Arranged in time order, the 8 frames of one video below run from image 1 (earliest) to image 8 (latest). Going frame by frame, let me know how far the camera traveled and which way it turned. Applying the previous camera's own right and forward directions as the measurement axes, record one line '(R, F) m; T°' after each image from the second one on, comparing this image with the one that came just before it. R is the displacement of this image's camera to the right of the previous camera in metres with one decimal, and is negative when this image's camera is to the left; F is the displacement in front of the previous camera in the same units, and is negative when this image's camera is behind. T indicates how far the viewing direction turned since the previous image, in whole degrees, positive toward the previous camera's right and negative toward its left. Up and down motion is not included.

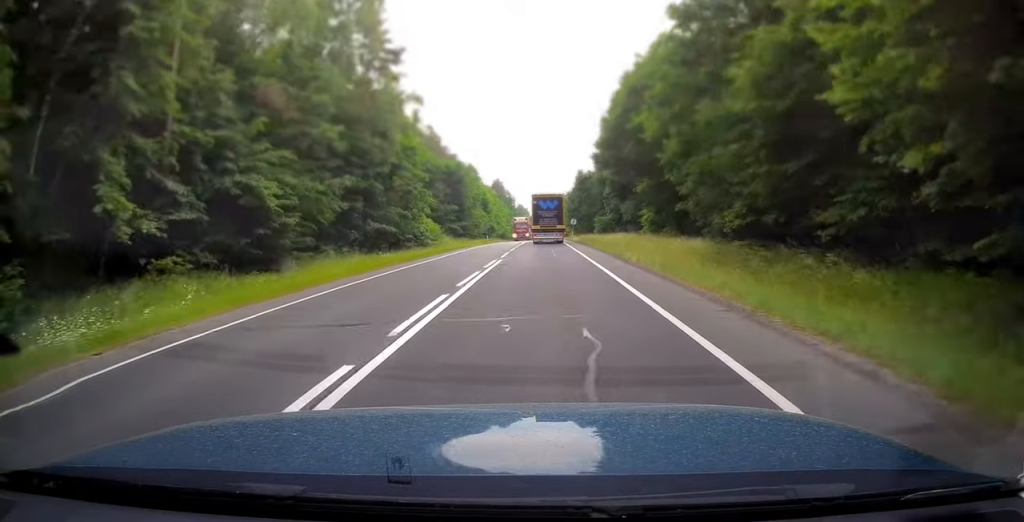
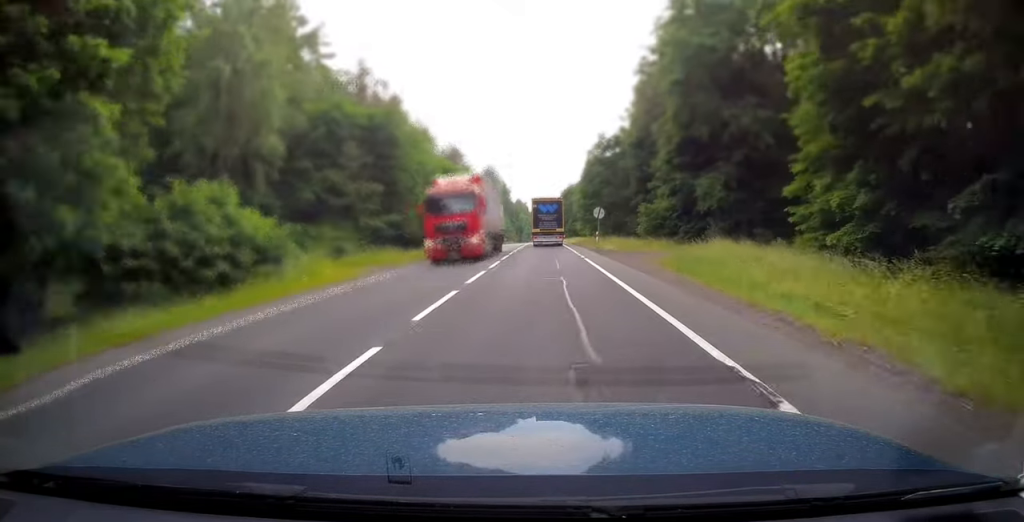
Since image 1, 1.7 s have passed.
(+0.3, +37.2) m; 0°
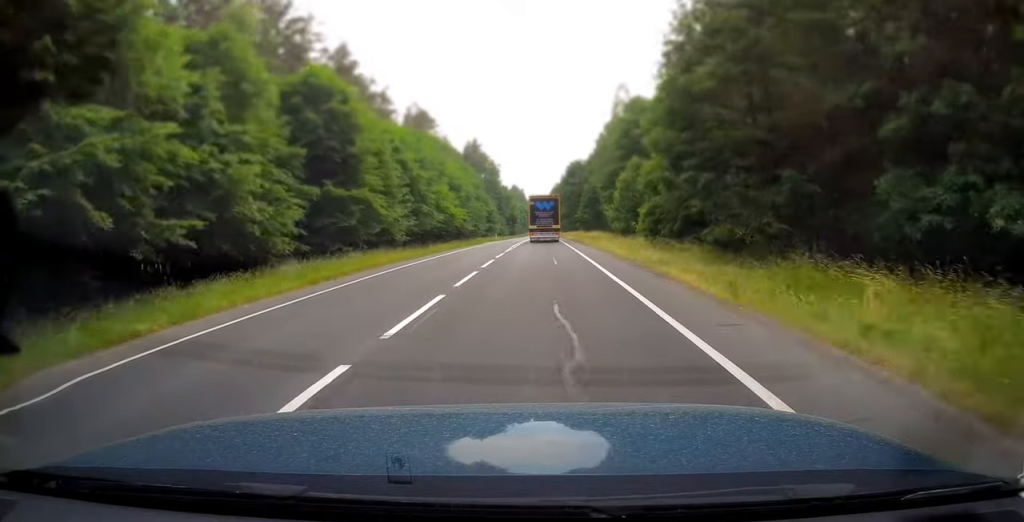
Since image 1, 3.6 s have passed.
(+0.1, +43.8) m; 0°
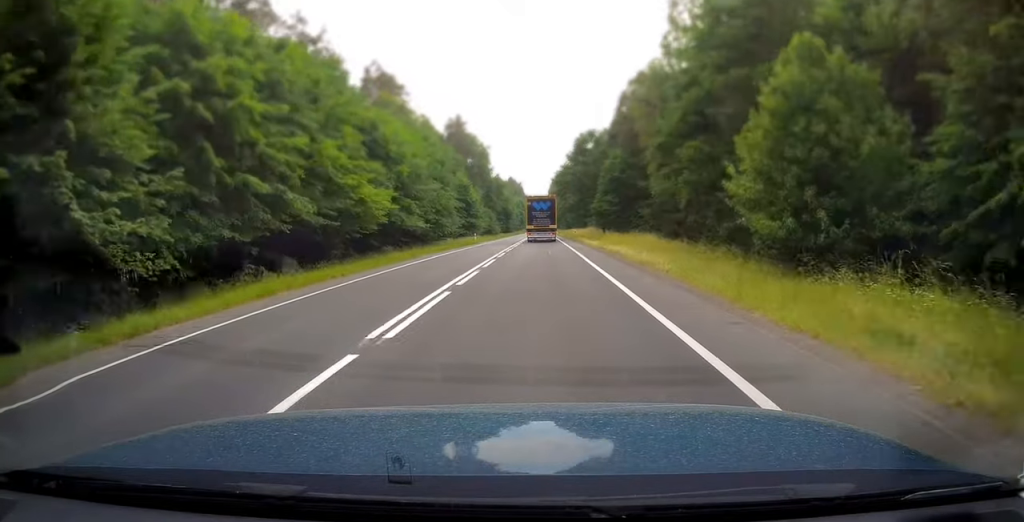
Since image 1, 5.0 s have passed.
(-0.2, +29.8) m; 0°
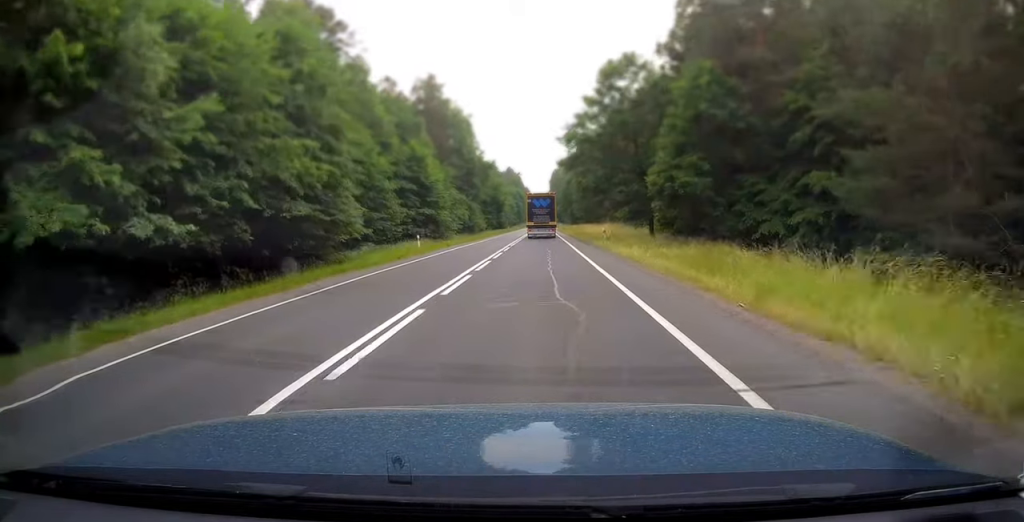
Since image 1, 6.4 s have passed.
(0.0, +32.7) m; 0°
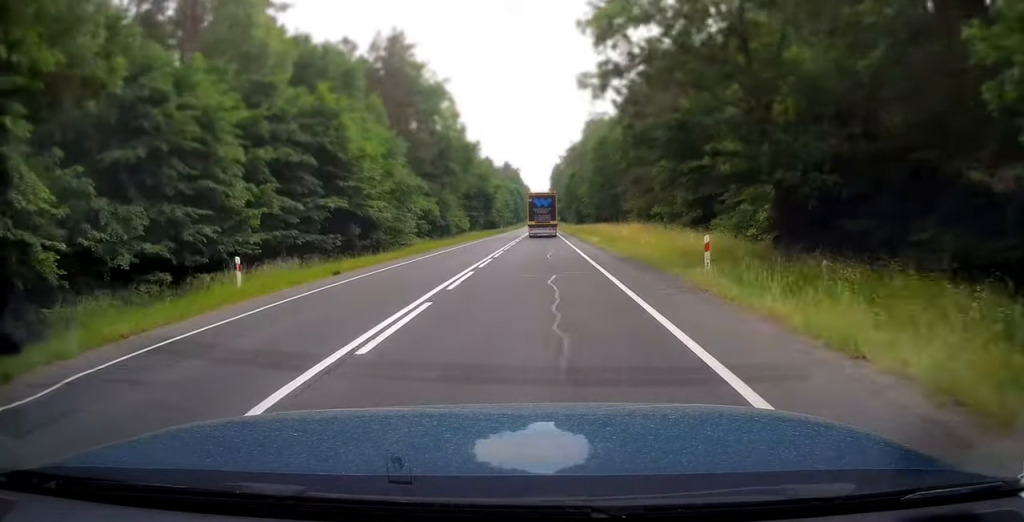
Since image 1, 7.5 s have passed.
(+0.2, +23.8) m; 0°
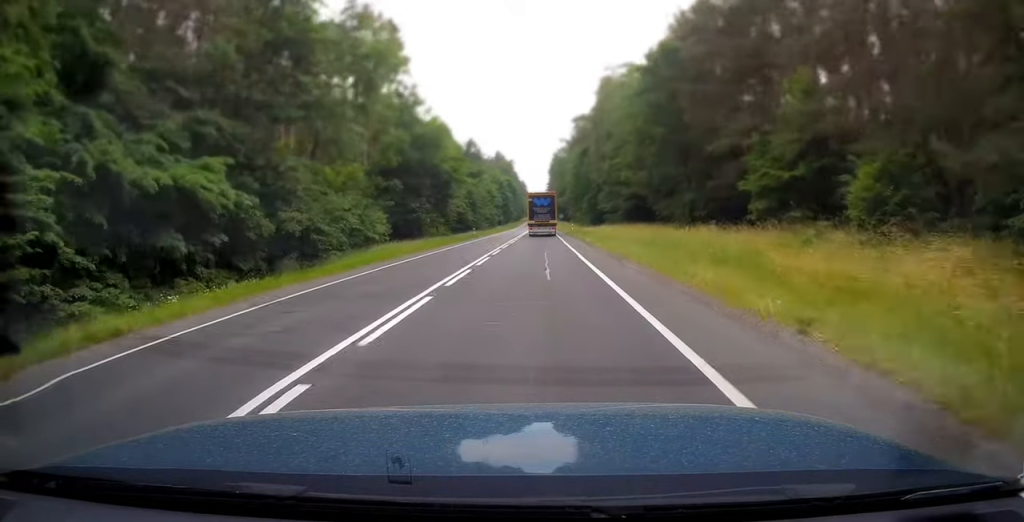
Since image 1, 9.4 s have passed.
(0.0, +42.4) m; 0°
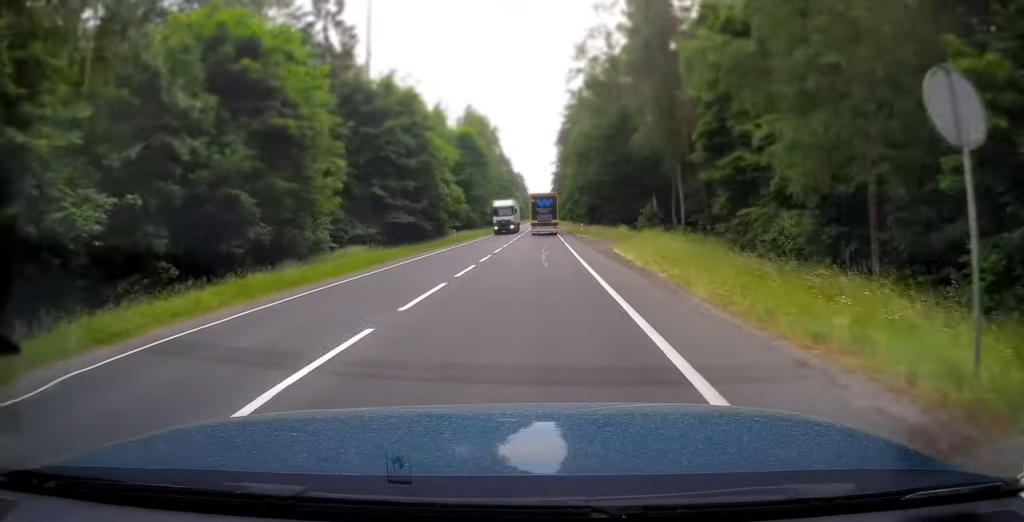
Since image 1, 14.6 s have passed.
(-0.9, +116.2) m; 0°
